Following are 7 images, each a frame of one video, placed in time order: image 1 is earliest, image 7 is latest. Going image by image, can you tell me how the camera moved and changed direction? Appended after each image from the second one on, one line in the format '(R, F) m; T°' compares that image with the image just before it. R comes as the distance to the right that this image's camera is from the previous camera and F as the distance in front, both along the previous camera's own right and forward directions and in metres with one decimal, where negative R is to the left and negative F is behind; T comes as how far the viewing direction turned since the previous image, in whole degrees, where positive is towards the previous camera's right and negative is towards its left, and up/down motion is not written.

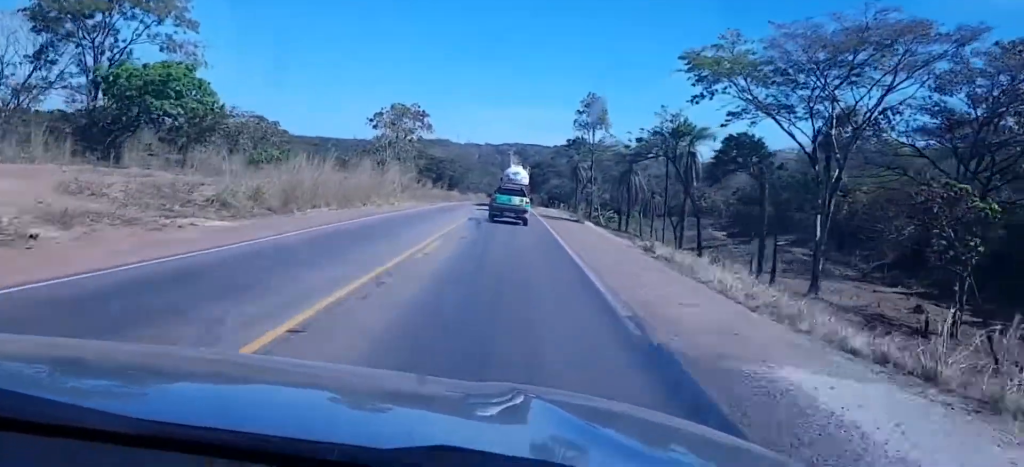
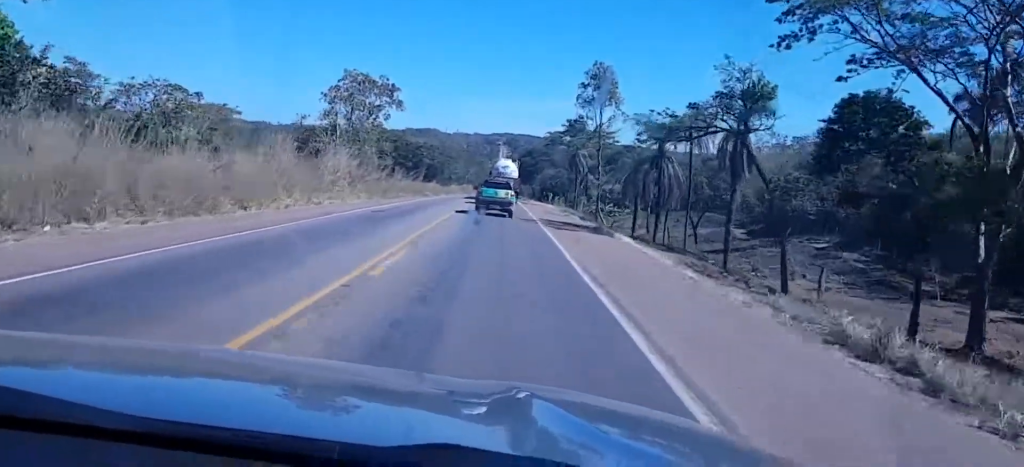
(+0.4, +21.4) m; +1°
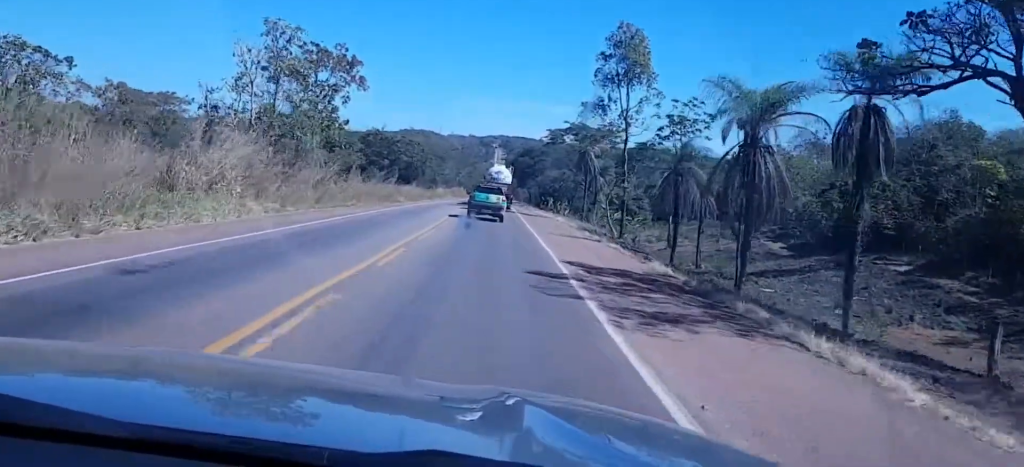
(0.0, +22.3) m; +1°
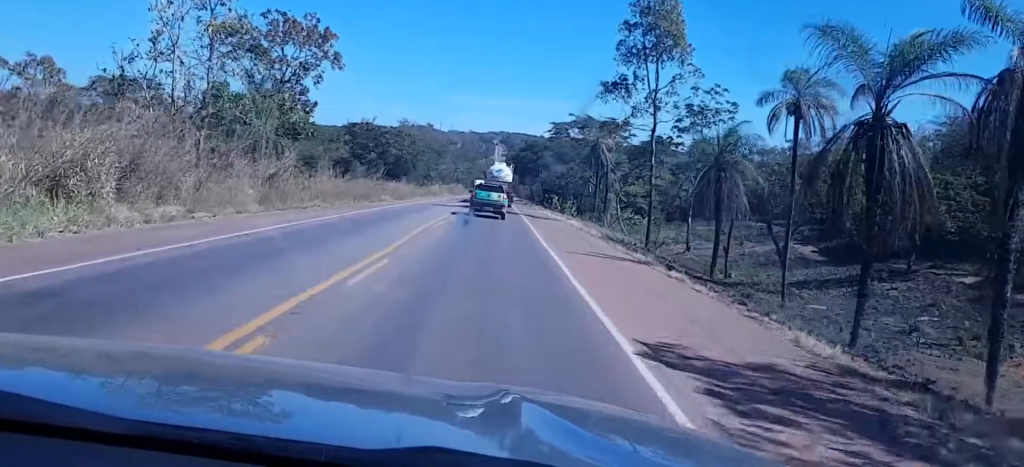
(+0.1, +11.6) m; 0°
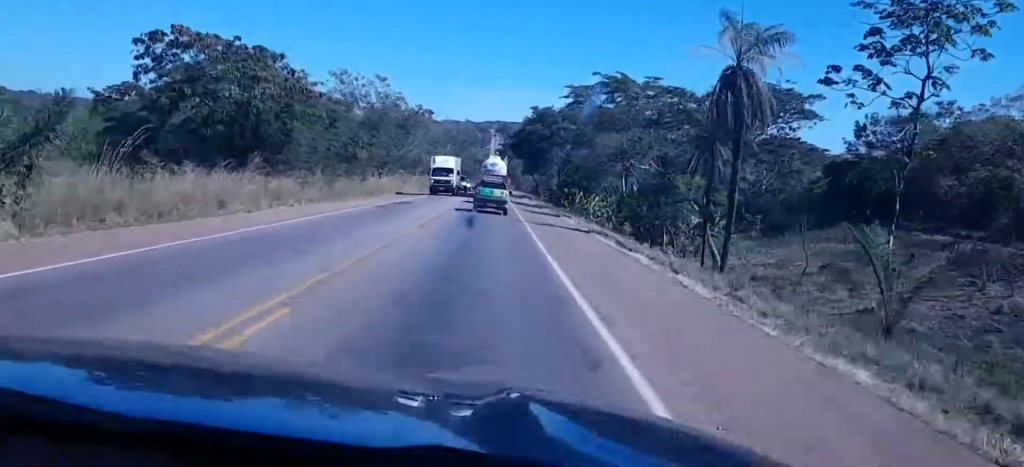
(-0.5, +55.6) m; -1°
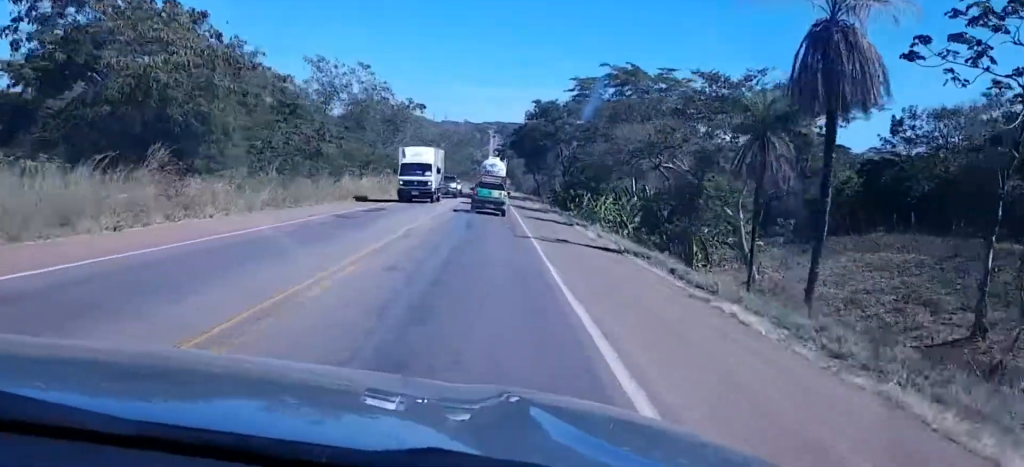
(-0.1, +10.3) m; 0°
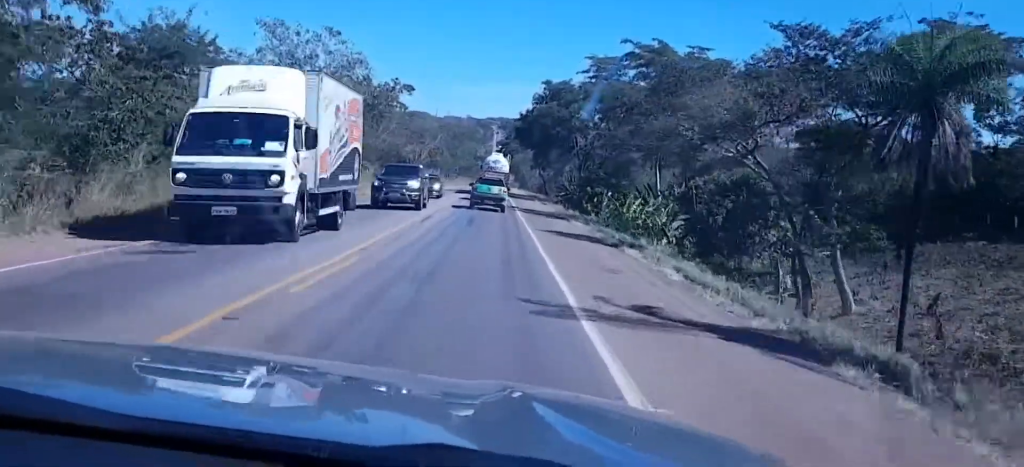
(+0.1, +16.7) m; -1°
